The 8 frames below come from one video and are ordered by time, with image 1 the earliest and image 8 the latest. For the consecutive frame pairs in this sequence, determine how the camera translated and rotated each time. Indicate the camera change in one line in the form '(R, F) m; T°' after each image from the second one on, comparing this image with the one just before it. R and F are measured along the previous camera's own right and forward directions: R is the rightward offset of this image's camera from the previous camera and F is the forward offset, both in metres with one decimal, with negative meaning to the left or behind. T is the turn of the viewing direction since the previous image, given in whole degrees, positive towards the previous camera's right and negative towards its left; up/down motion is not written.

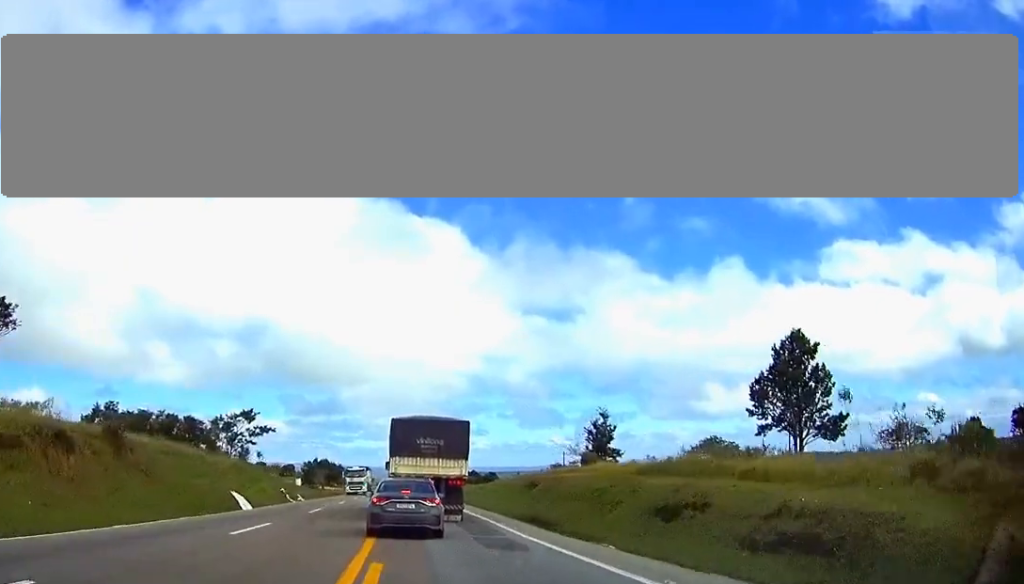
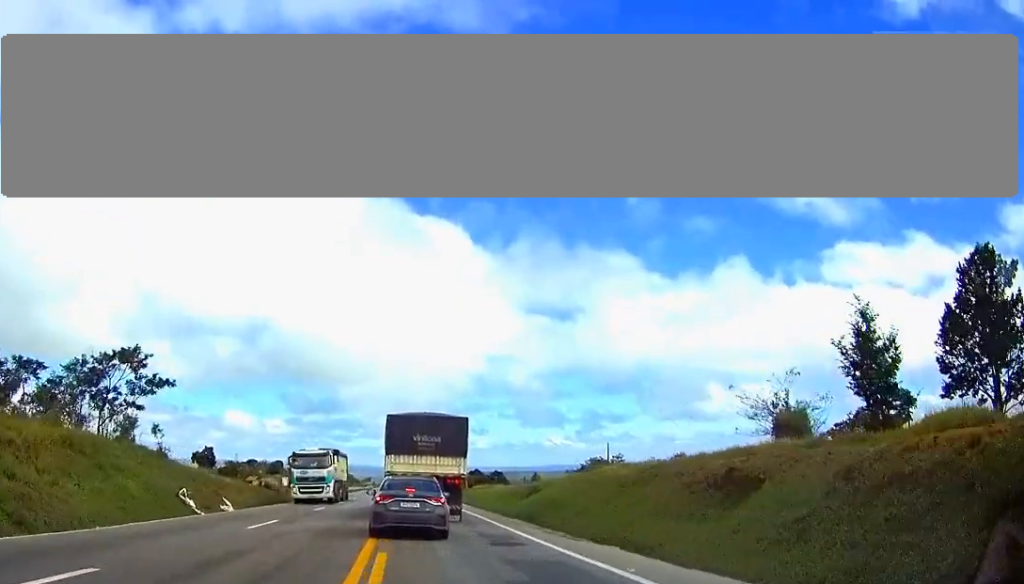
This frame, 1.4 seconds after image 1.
(-0.1, +29.3) m; 0°
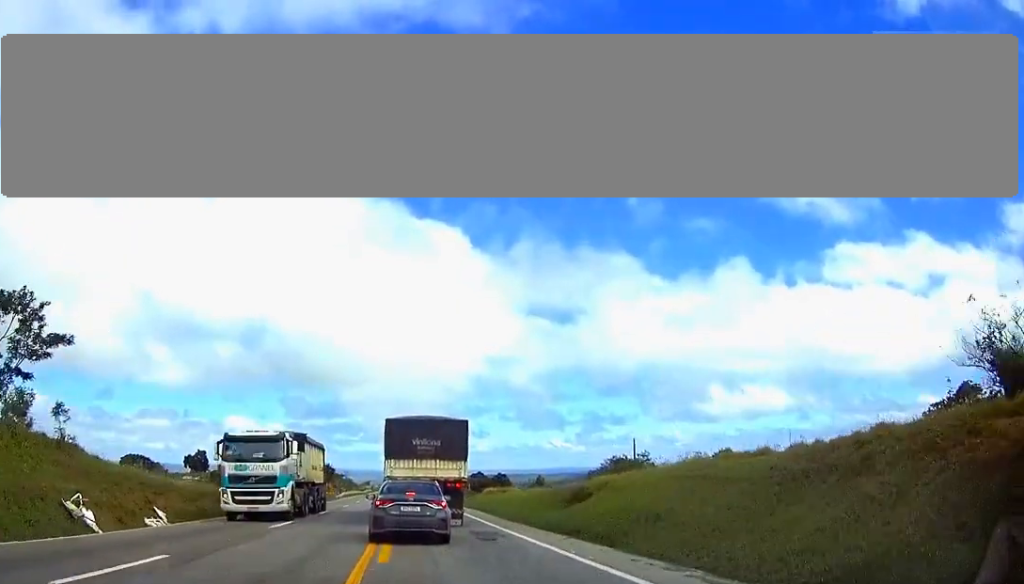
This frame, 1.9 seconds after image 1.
(0.0, +12.1) m; 0°
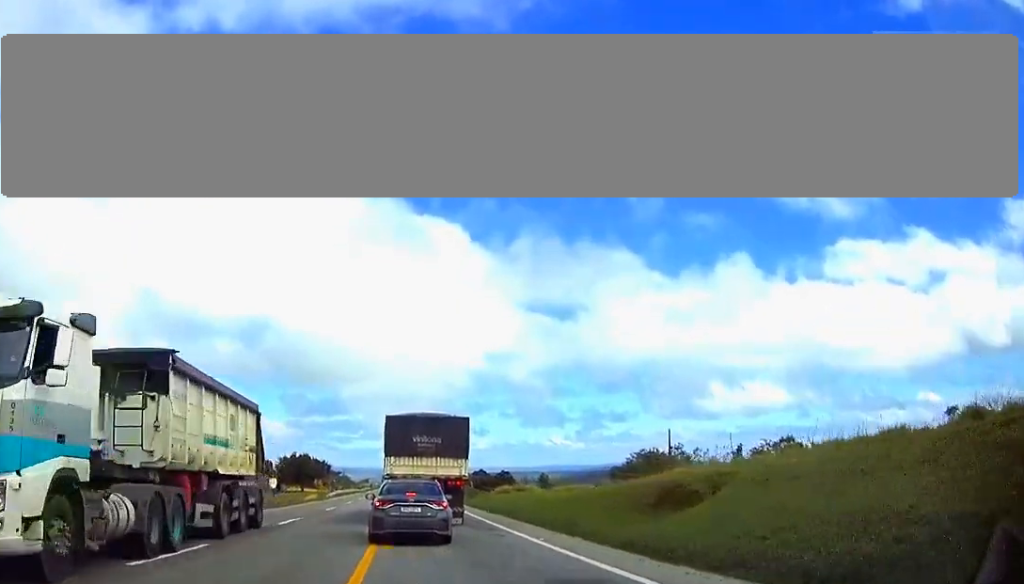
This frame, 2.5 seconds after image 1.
(0.0, +12.7) m; 0°
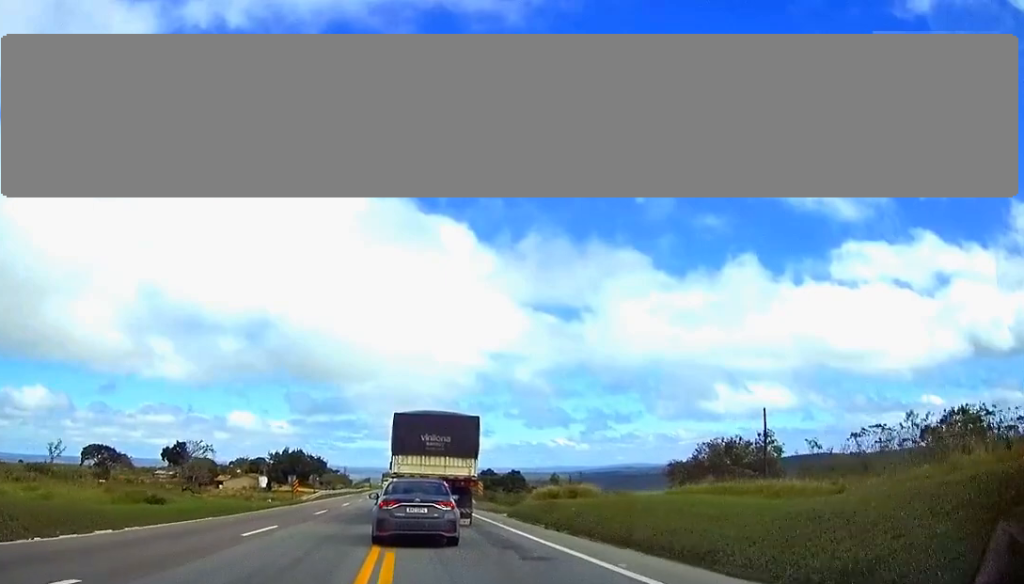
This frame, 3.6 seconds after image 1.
(0.0, +21.8) m; 0°
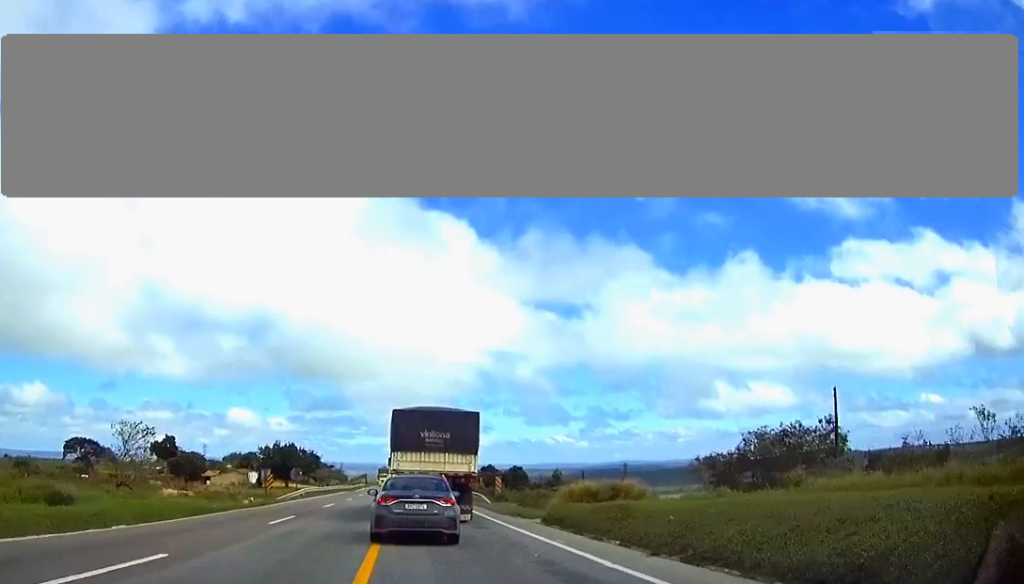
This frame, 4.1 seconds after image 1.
(+0.1, +11.3) m; 0°
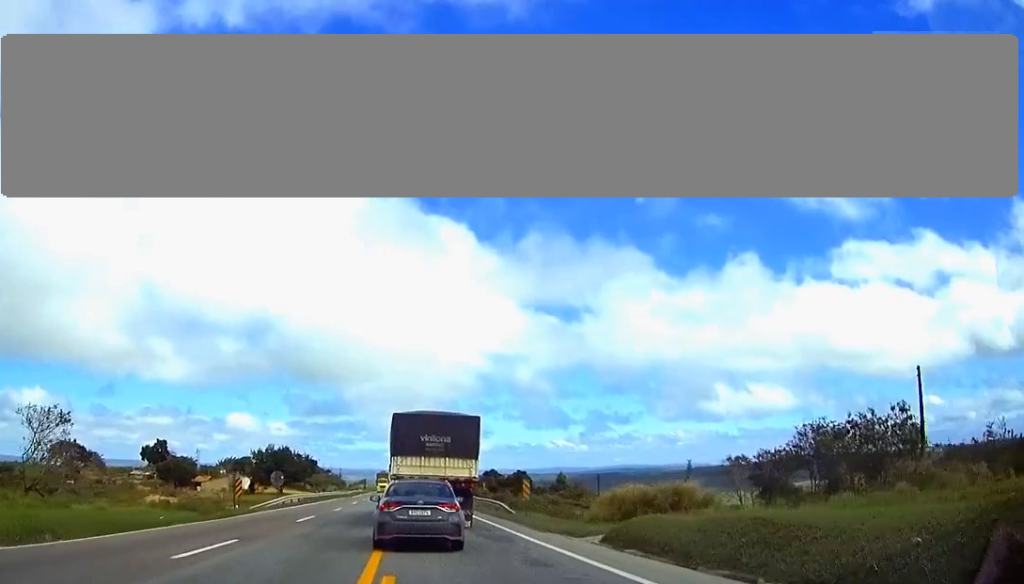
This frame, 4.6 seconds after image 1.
(0.0, +9.8) m; 0°
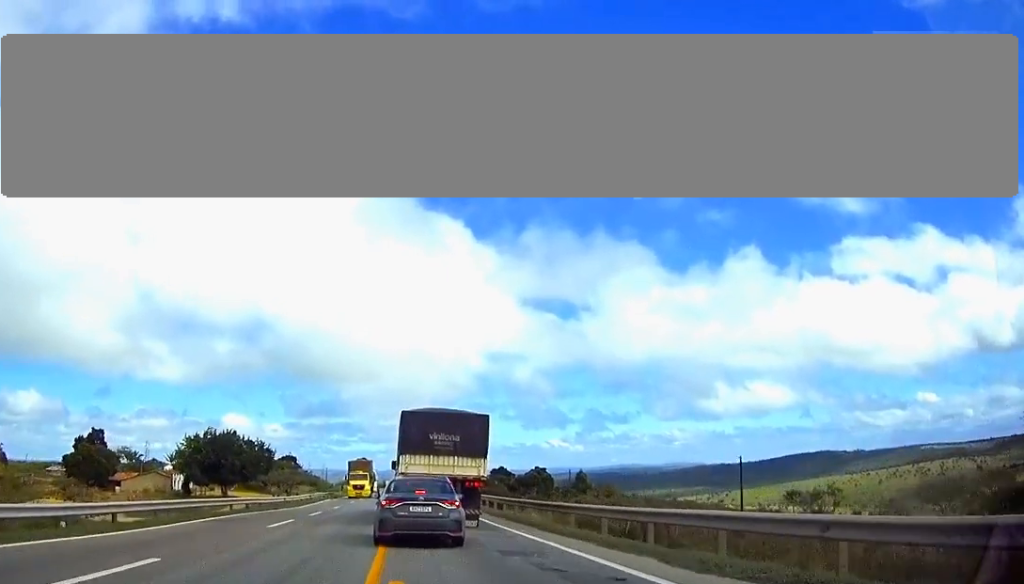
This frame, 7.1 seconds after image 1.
(0.0, +52.4) m; 0°
